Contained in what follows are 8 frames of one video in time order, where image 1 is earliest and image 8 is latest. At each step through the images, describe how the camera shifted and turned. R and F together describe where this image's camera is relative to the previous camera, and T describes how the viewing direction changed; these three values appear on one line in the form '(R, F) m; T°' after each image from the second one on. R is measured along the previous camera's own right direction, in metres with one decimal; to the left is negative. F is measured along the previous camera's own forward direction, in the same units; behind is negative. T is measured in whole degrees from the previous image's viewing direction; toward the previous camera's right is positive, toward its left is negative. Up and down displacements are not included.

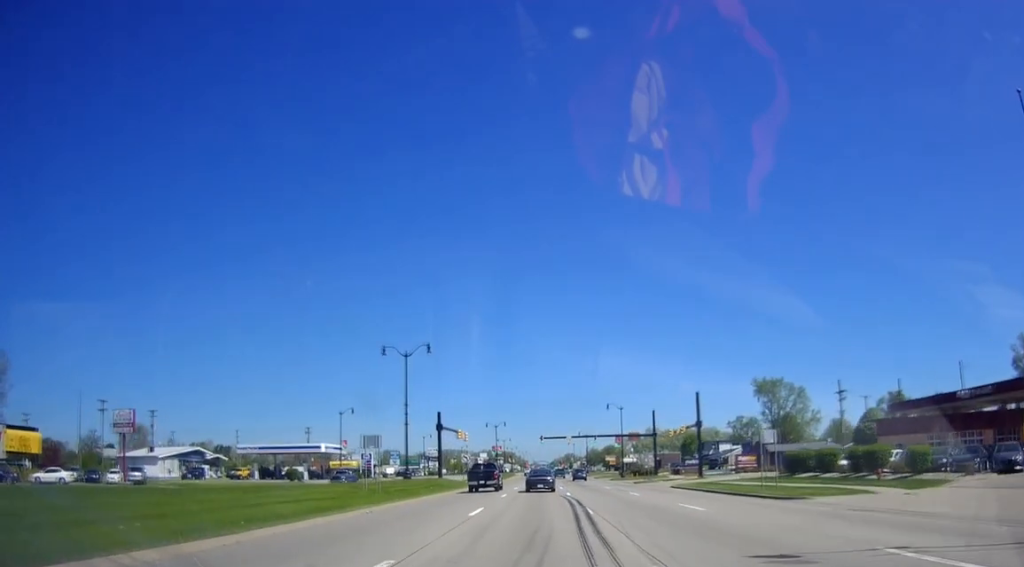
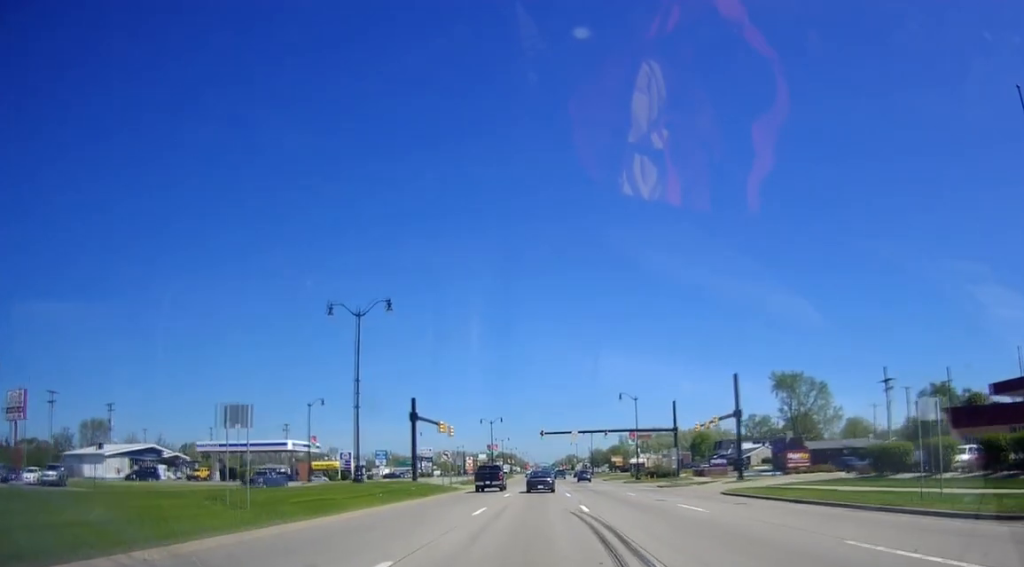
(+0.1, +14.3) m; 0°
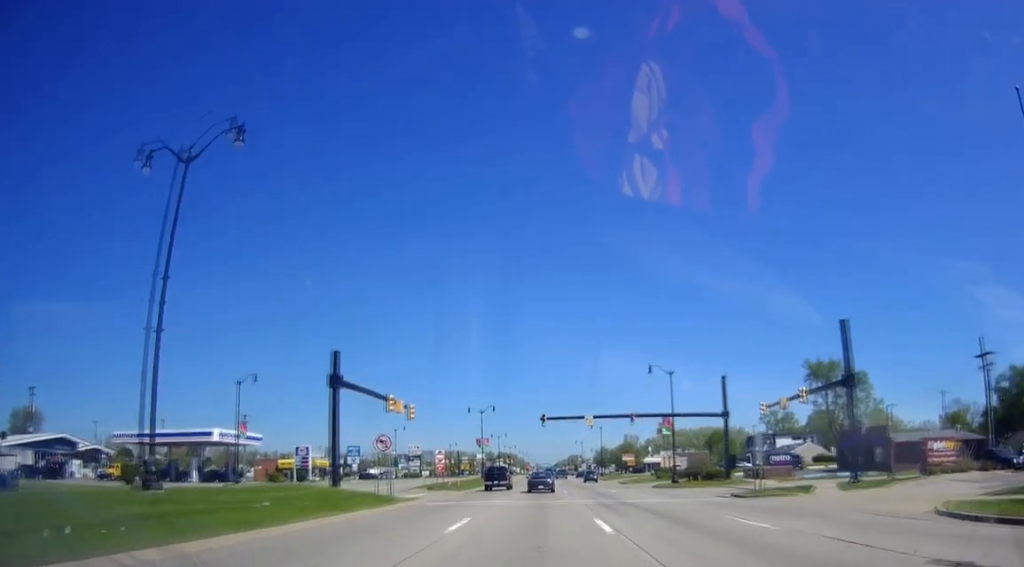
(-0.4, +21.9) m; -1°
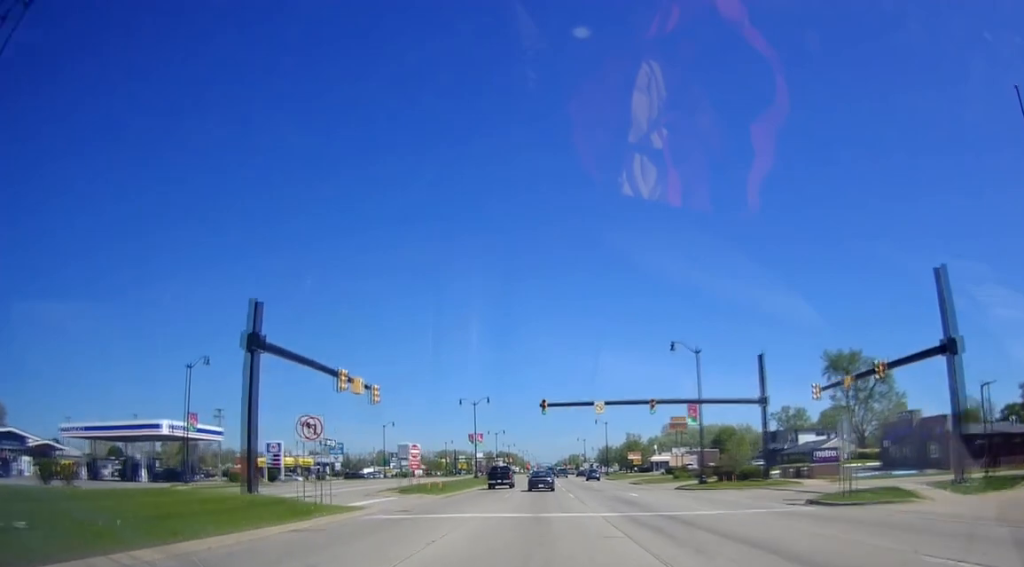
(-0.2, +10.5) m; 0°
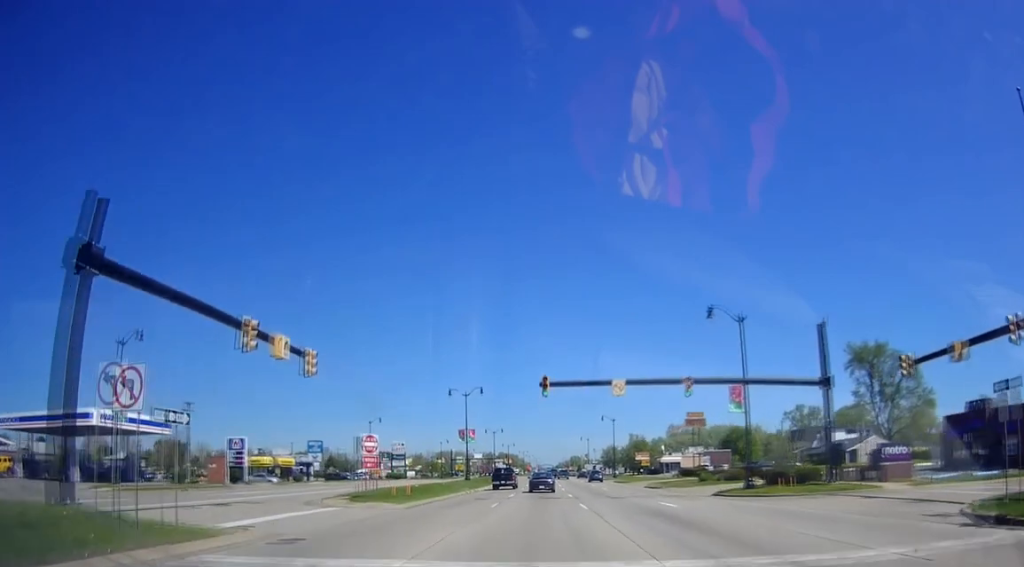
(+0.5, +11.1) m; 0°
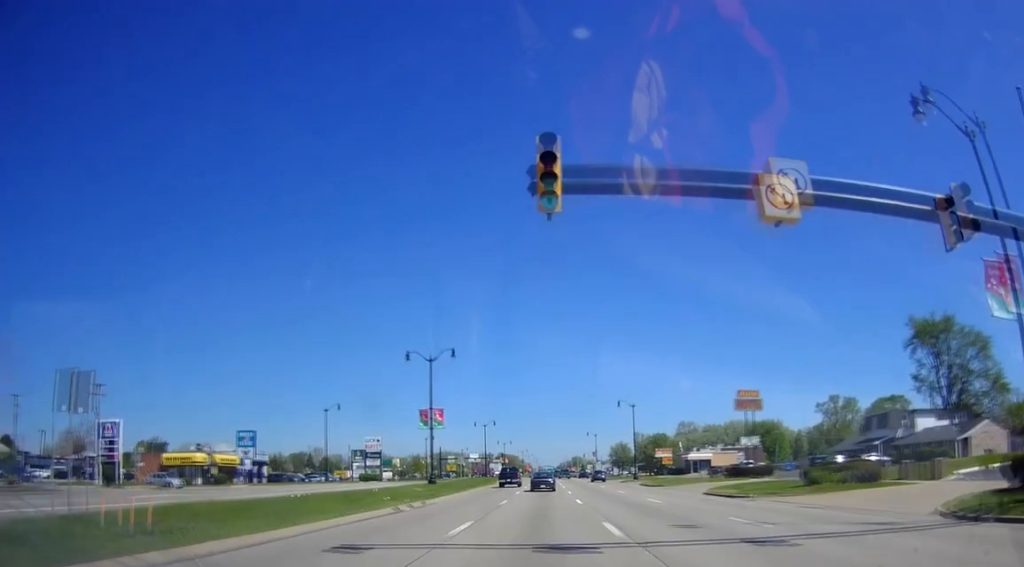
(-0.5, +24.6) m; 0°
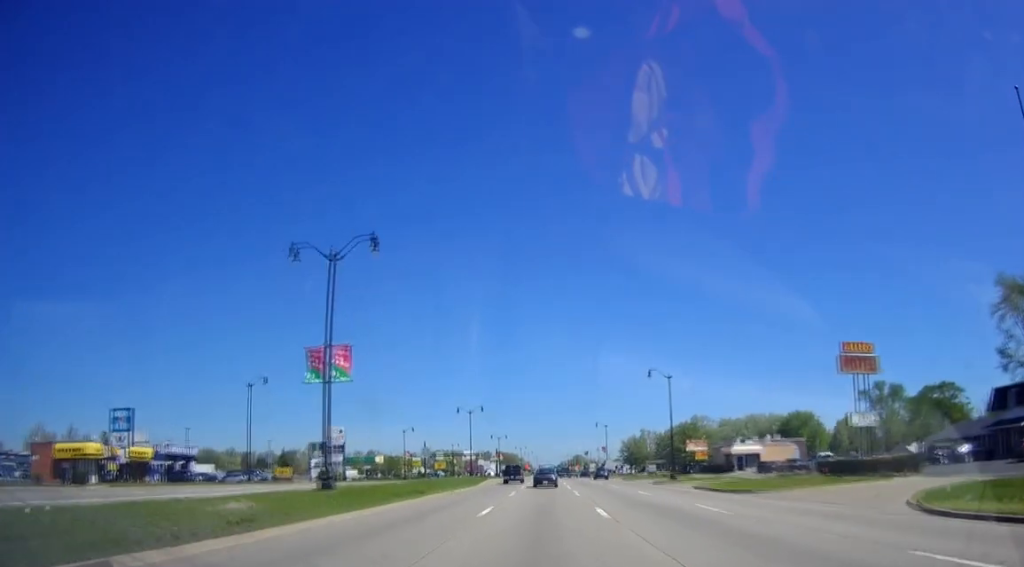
(+0.7, +25.7) m; +1°
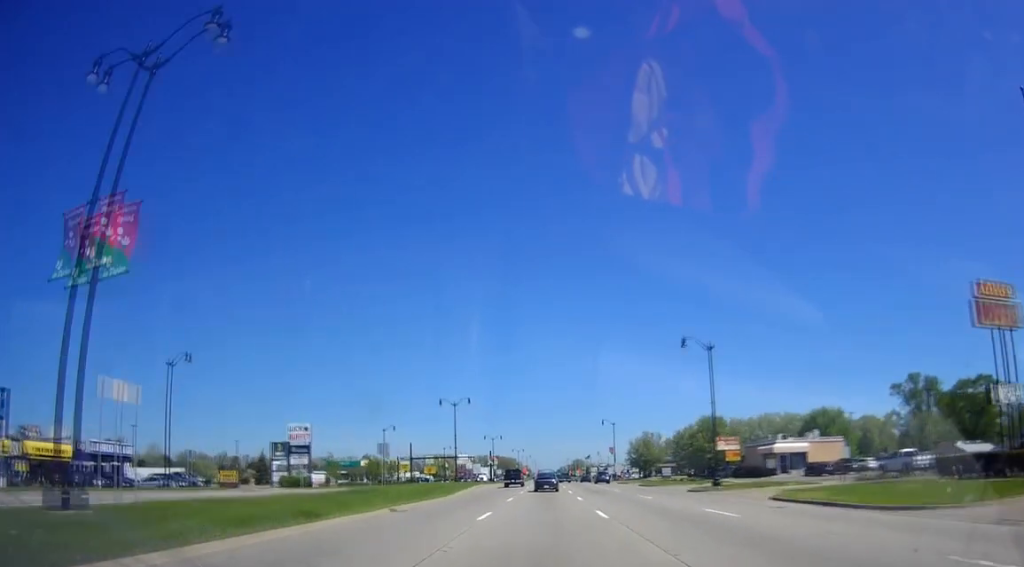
(-0.2, +16.3) m; 0°
